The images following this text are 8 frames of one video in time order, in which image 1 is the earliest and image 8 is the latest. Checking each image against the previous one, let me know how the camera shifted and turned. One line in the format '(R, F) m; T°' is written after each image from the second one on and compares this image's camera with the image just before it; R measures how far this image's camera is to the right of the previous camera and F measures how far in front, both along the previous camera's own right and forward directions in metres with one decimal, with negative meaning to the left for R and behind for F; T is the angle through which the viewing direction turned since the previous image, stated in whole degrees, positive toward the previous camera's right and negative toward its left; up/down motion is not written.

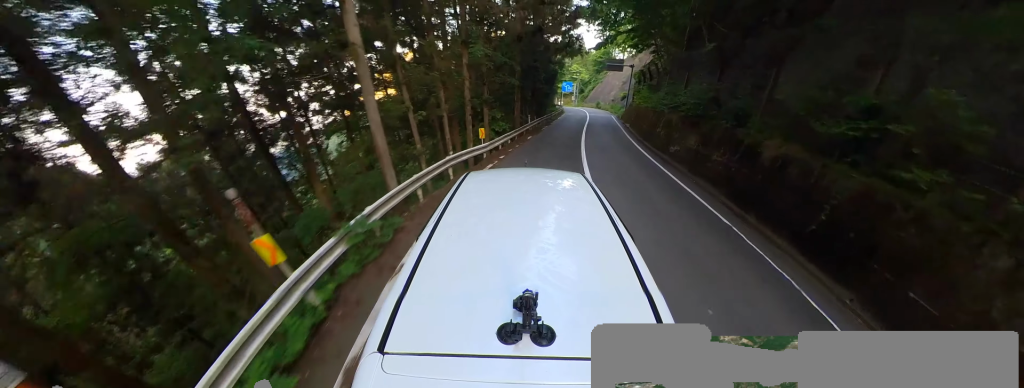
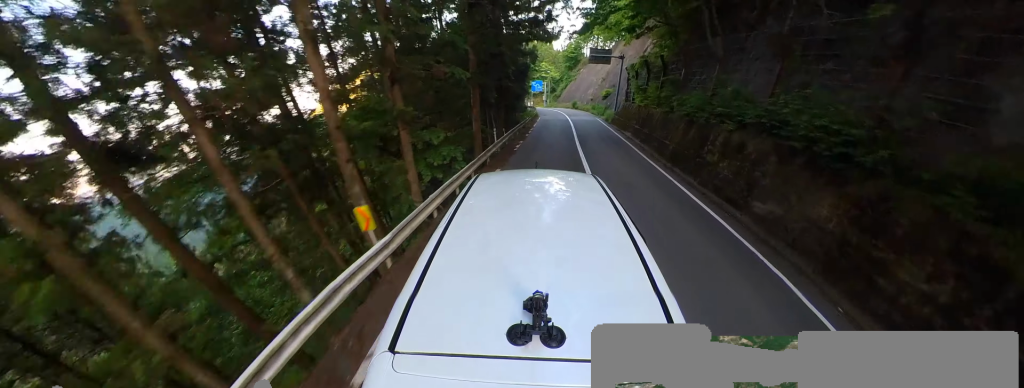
(-0.8, +7.4) m; +9°
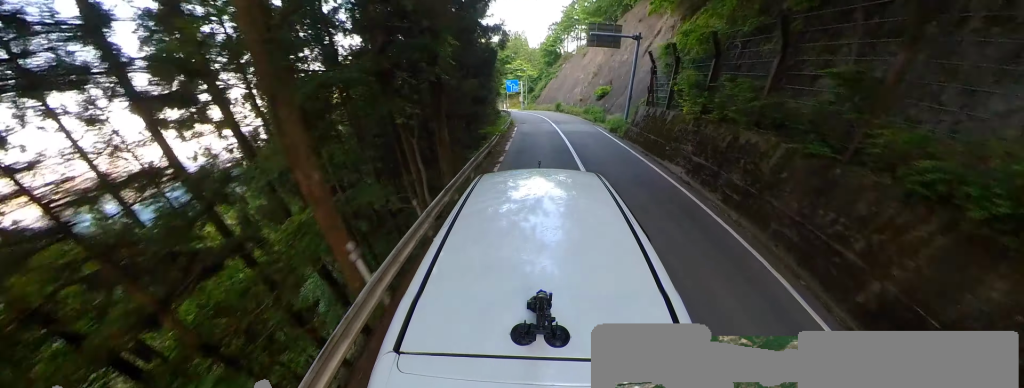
(+2.6, +9.4) m; +7°
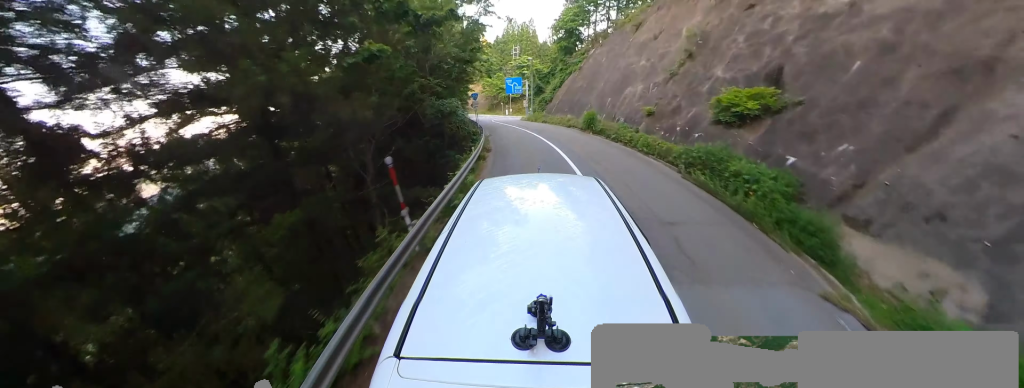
(-2.9, +19.7) m; -9°
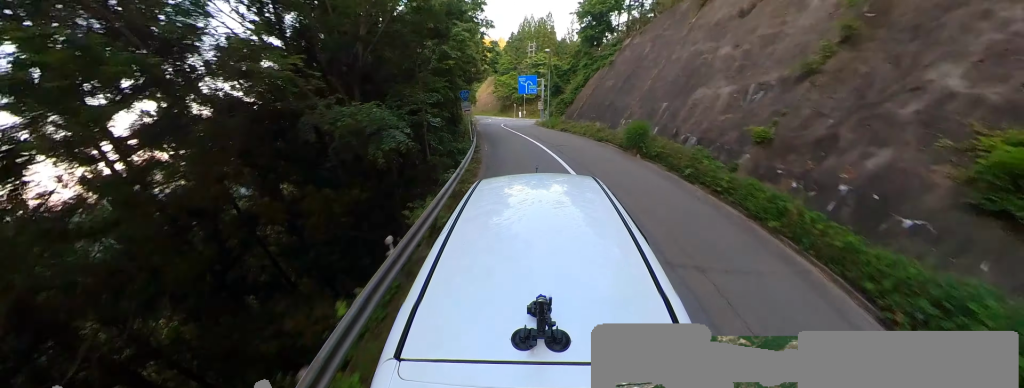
(0.0, +7.1) m; -6°
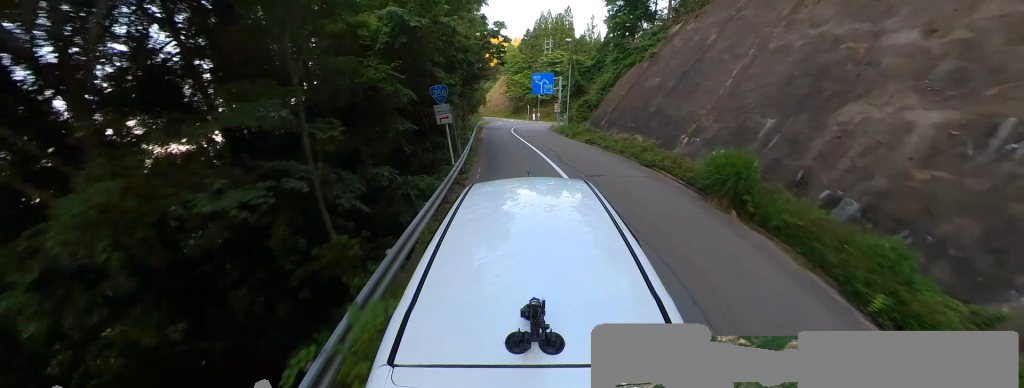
(-0.3, +6.0) m; -3°
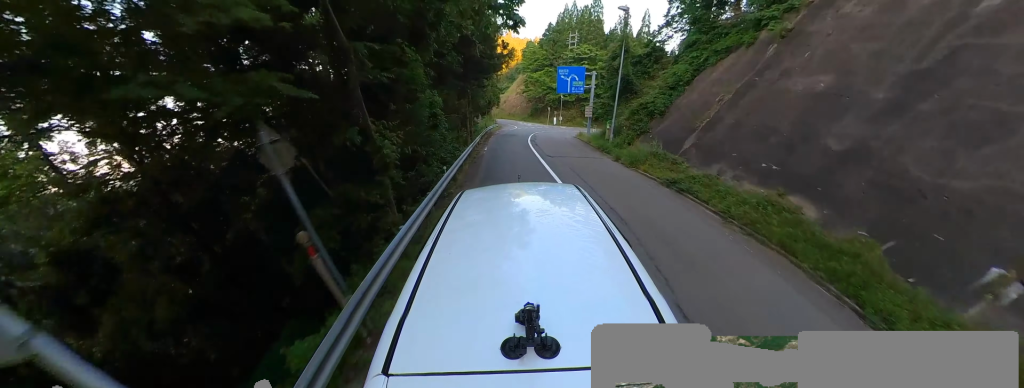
(-0.7, +9.2) m; 0°
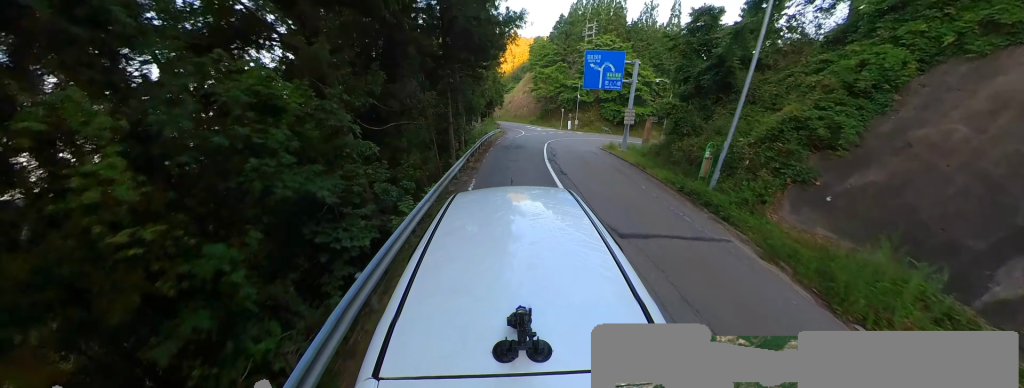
(+0.7, +9.5) m; -1°
